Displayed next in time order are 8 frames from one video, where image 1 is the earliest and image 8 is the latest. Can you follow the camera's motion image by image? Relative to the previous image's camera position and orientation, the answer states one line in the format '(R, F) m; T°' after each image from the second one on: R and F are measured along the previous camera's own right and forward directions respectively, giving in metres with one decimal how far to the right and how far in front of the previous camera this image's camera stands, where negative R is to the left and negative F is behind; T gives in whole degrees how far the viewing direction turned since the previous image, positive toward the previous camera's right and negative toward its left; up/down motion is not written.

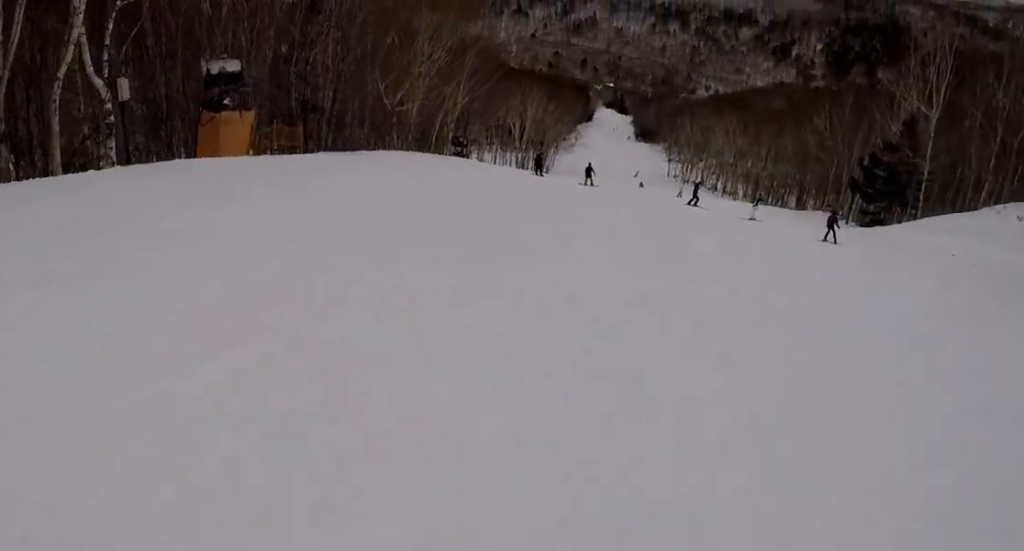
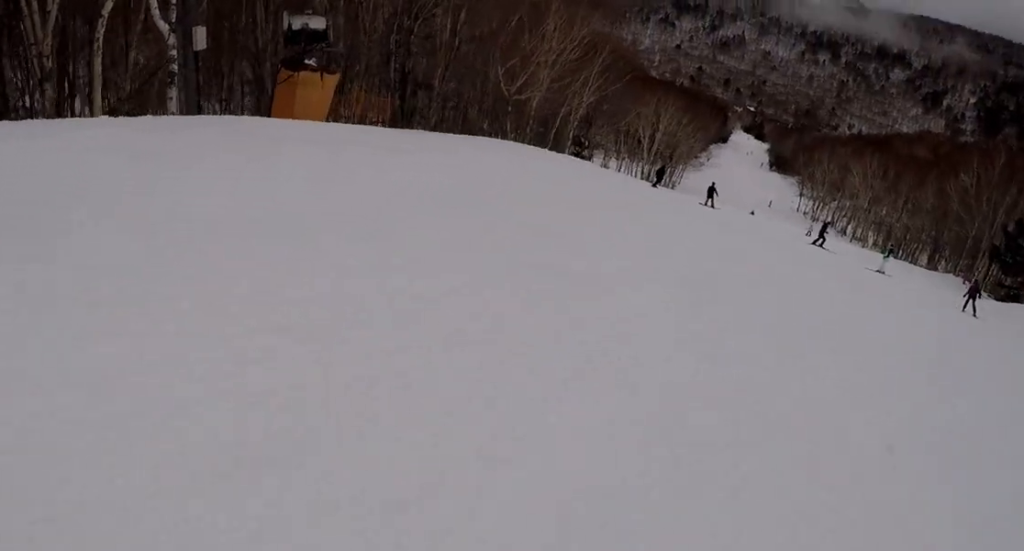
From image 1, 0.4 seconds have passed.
(0.0, +2.2) m; -4°
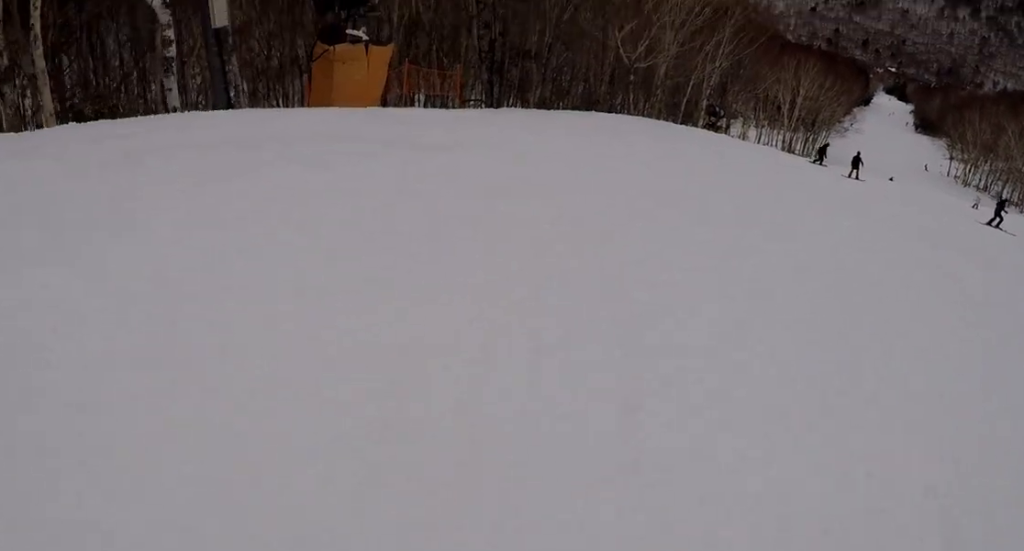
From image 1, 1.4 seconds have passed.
(-0.6, +4.7) m; -17°
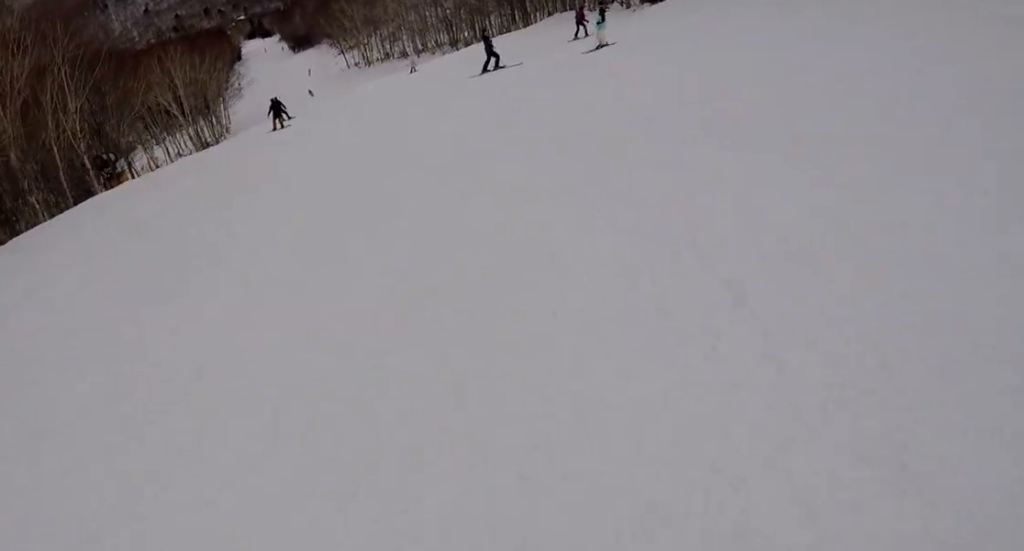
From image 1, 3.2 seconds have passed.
(+0.3, +9.4) m; +32°
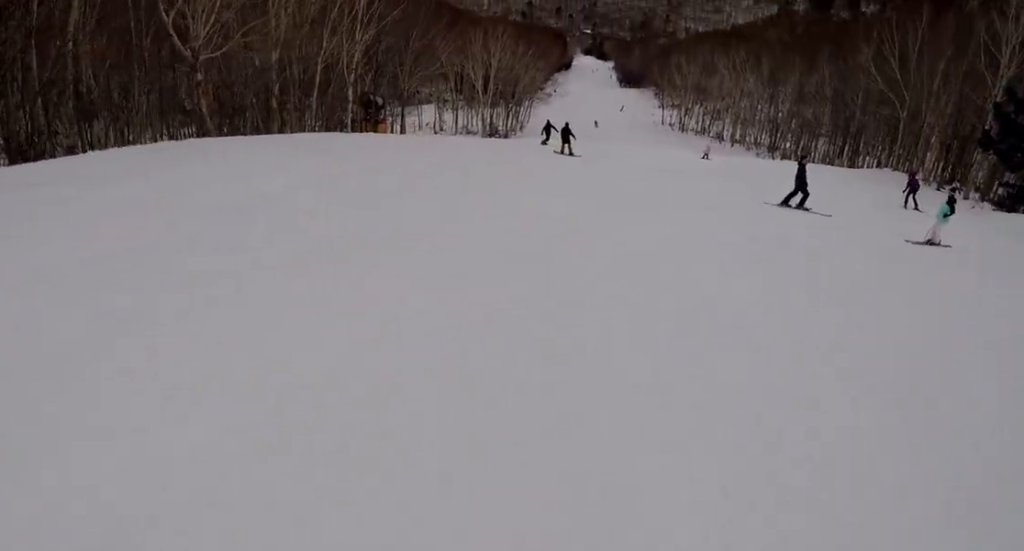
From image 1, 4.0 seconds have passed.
(+1.3, +4.3) m; -5°
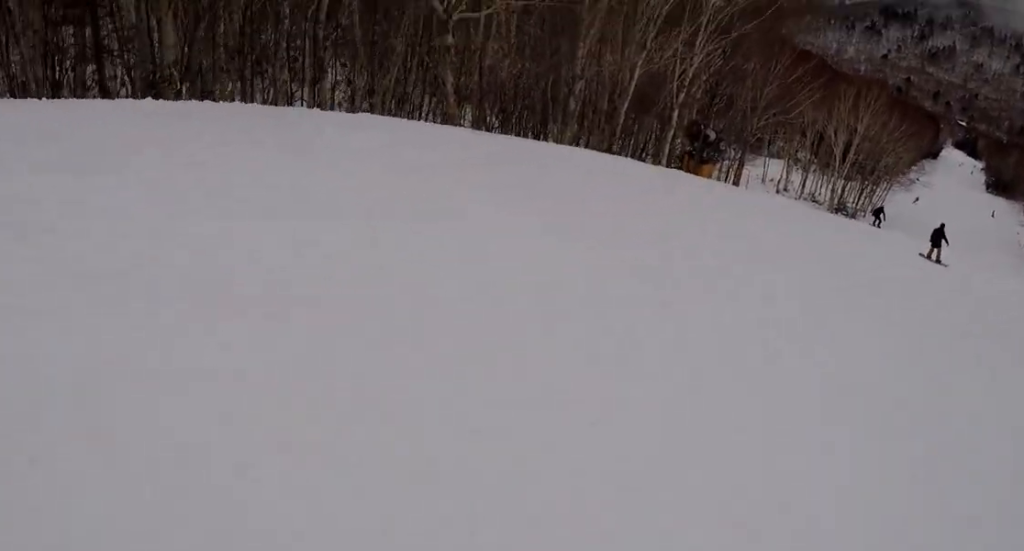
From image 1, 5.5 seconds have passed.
(-2.9, +6.0) m; -35°
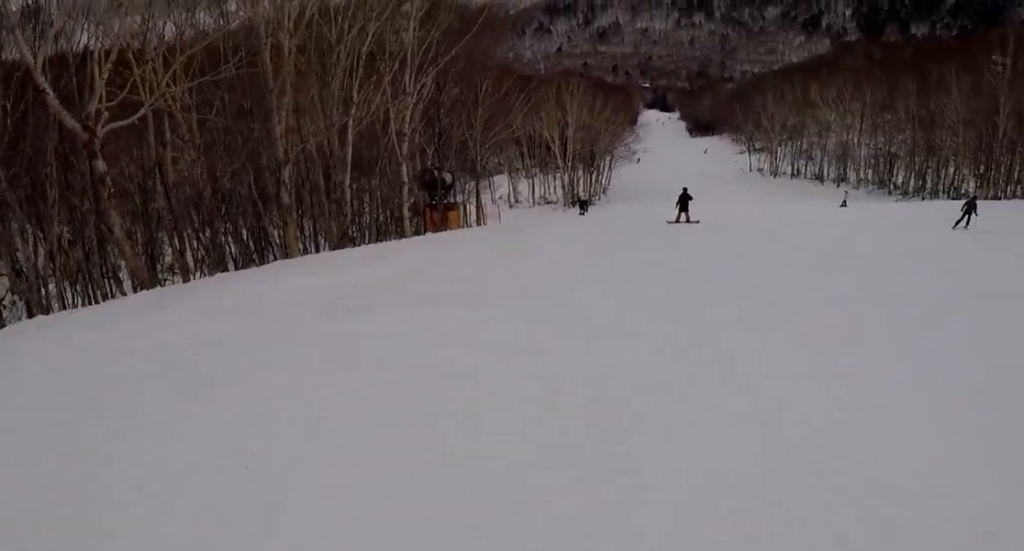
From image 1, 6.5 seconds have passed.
(+0.1, +4.7) m; +16°
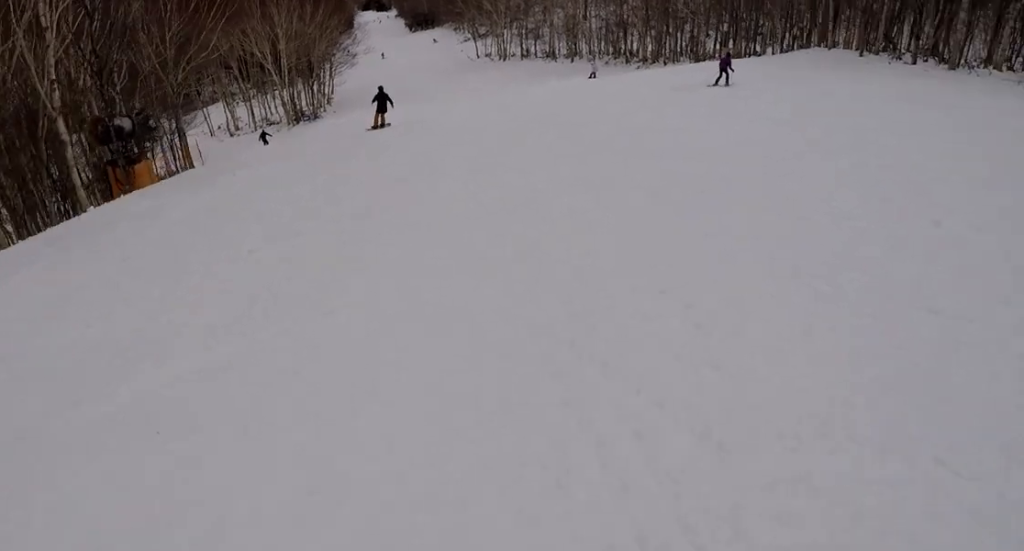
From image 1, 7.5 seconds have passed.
(+1.2, +4.6) m; +10°
